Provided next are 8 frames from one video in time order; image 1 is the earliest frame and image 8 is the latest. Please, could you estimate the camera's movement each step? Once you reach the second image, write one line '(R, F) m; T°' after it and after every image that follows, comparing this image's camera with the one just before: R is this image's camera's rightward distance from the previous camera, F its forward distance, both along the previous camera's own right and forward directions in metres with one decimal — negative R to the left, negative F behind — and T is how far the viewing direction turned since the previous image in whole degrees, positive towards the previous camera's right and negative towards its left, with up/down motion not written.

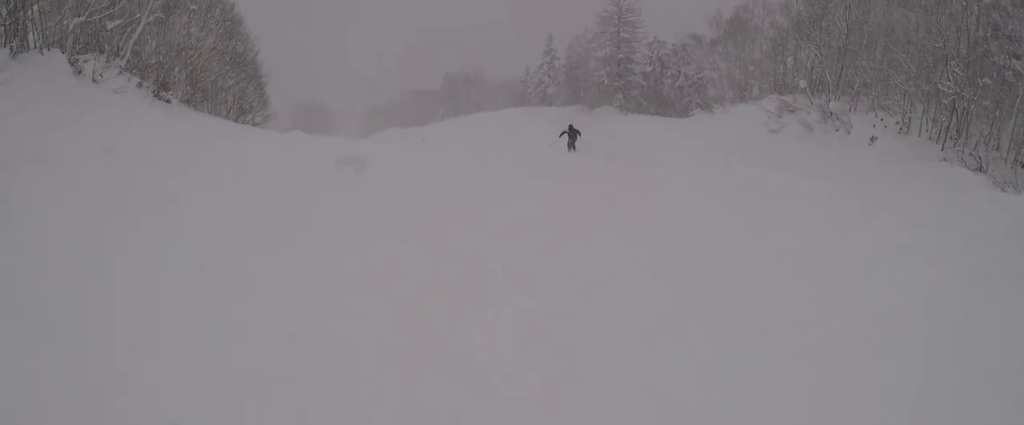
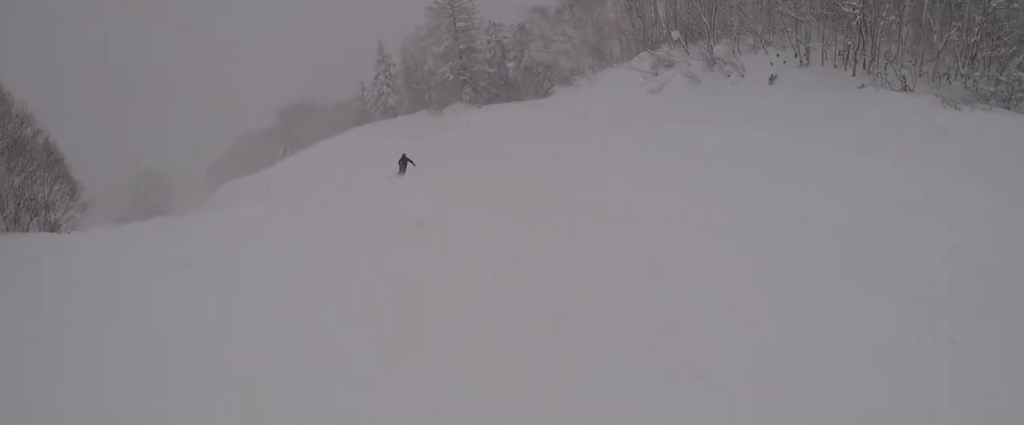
(-0.6, +5.1) m; +8°
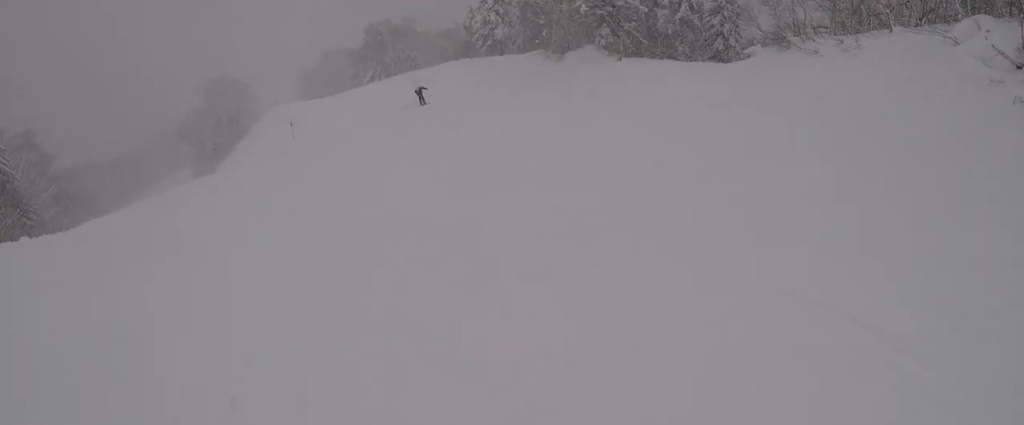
(+1.8, +22.0) m; -6°
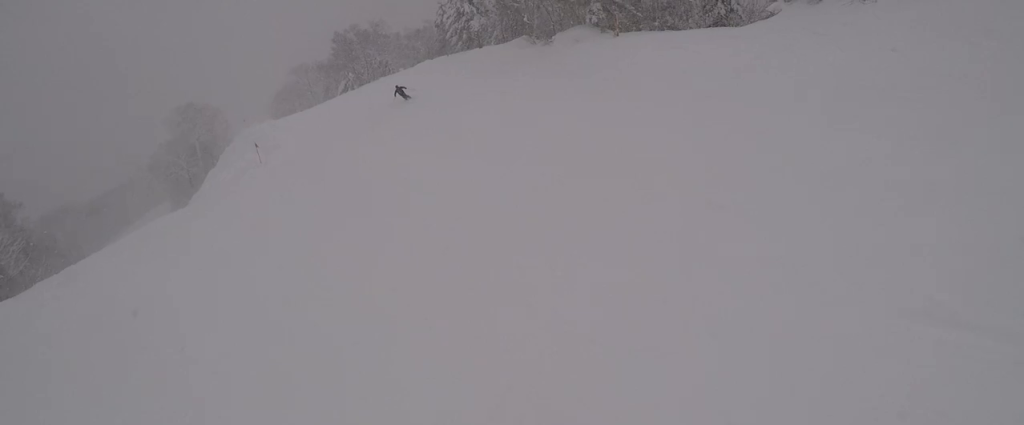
(-0.2, +4.7) m; +5°
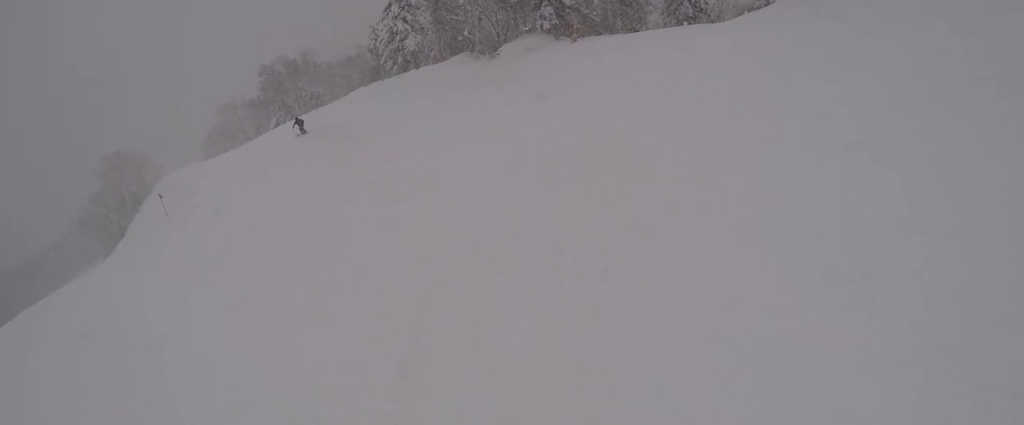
(0.0, +4.9) m; +6°
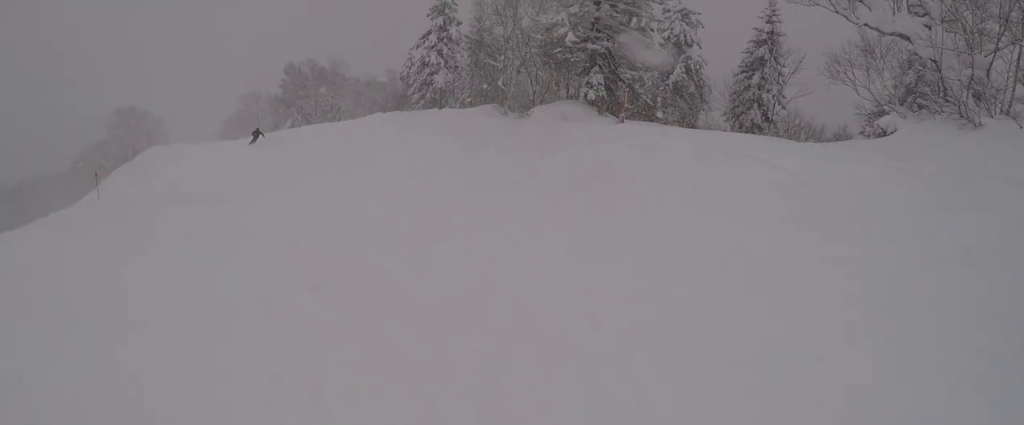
(+1.0, +6.2) m; +7°
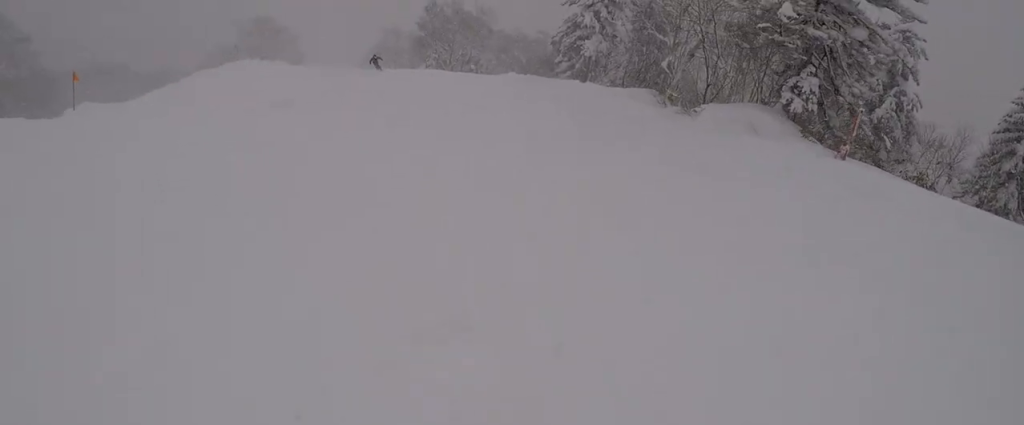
(+0.1, +9.5) m; -18°
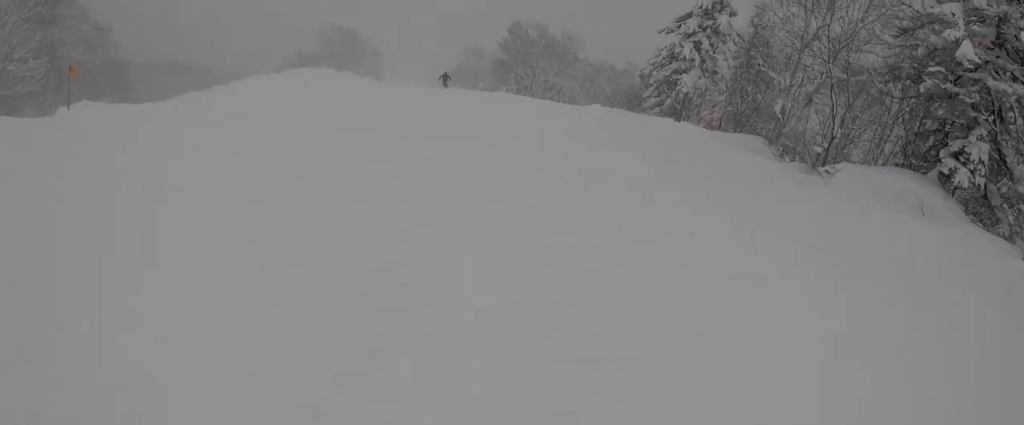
(-1.2, +4.4) m; -10°
